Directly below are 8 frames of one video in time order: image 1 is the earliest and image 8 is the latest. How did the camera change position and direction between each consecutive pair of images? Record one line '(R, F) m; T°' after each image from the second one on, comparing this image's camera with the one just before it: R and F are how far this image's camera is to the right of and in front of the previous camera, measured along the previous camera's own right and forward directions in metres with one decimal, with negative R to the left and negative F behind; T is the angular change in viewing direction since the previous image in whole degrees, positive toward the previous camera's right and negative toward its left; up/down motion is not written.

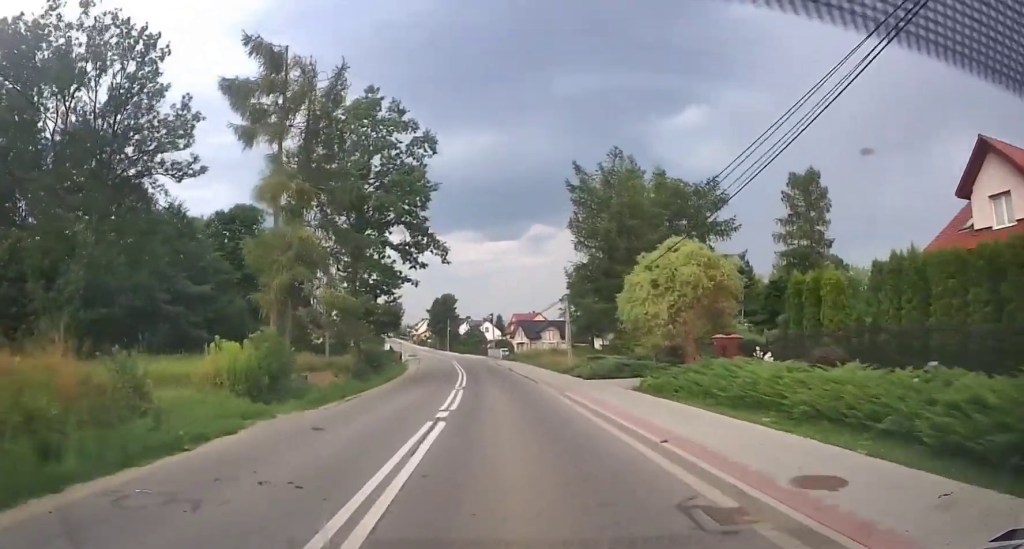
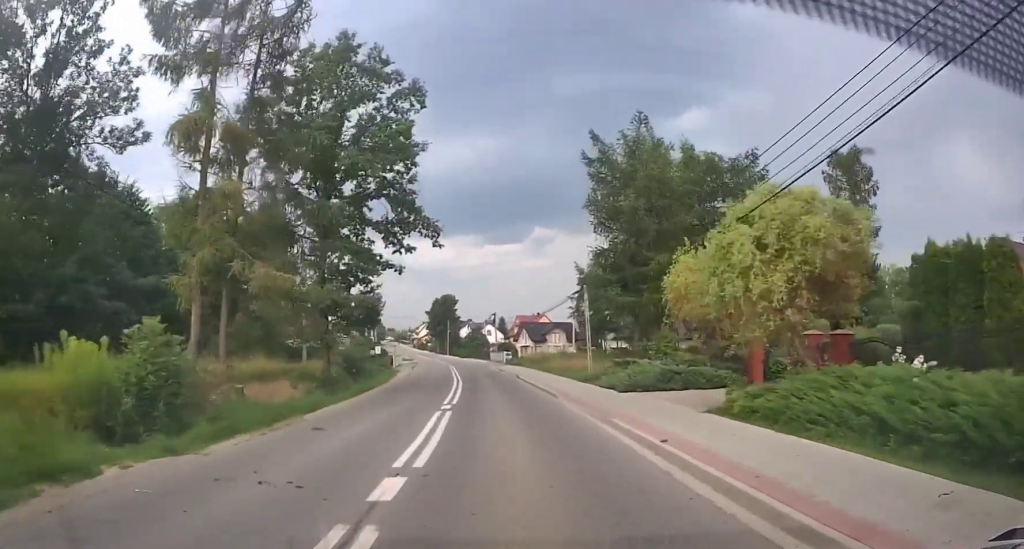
(-0.2, +6.9) m; -1°
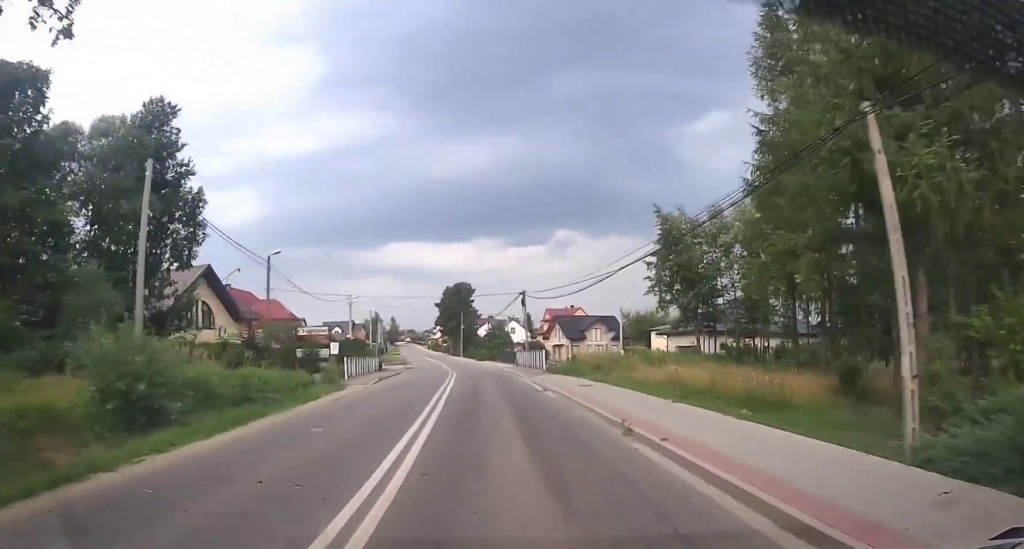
(-0.3, +25.1) m; -2°
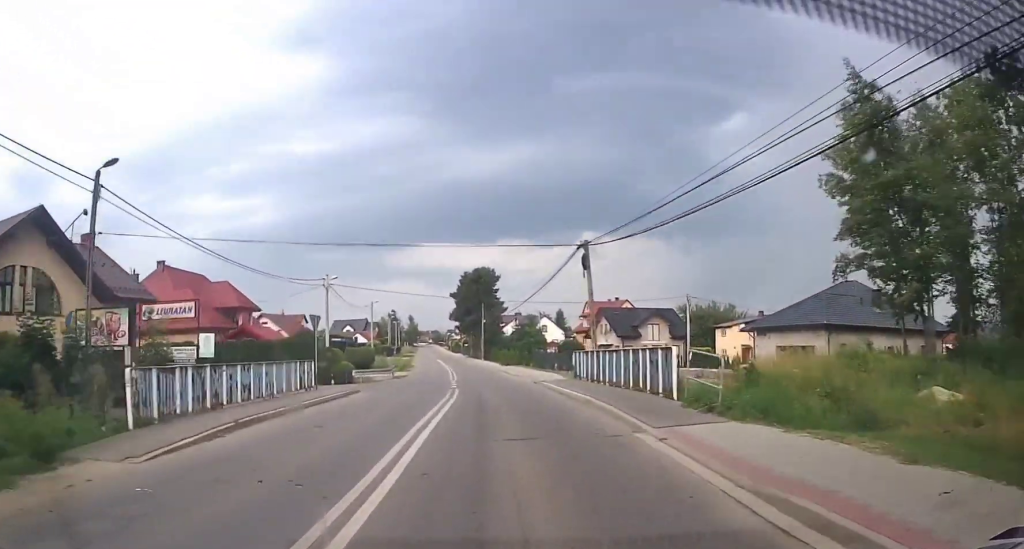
(-0.3, +21.3) m; -2°
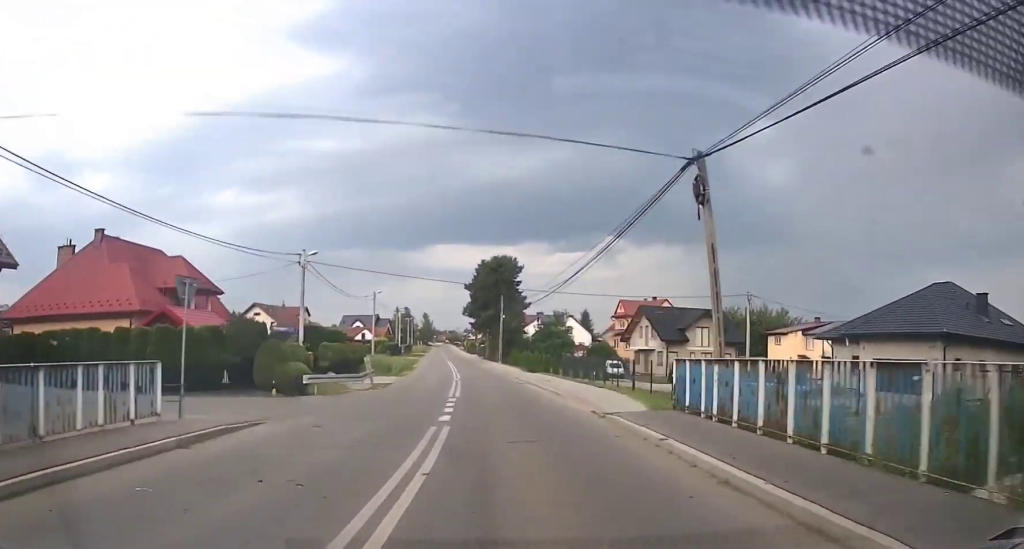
(-0.2, +13.0) m; -2°
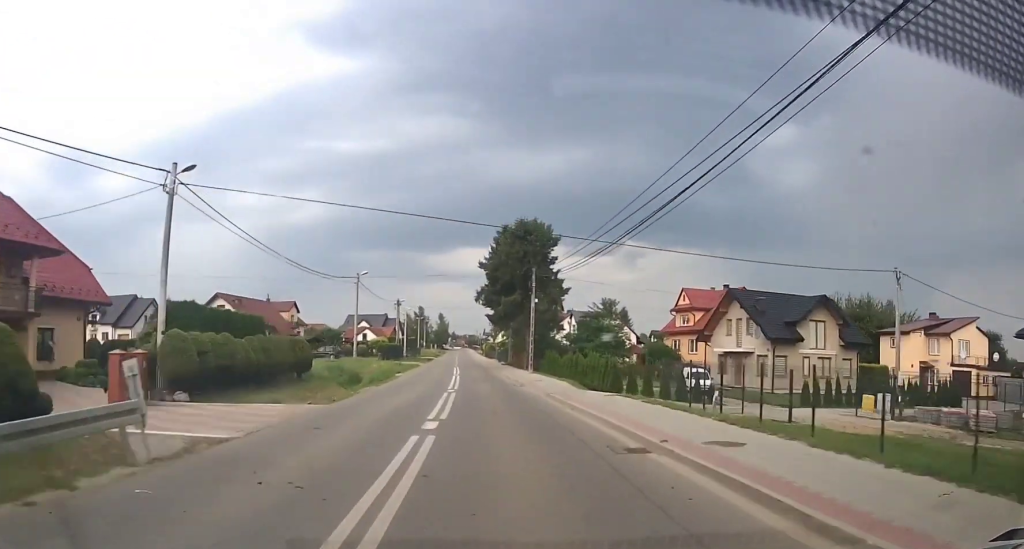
(-0.5, +23.8) m; -1°
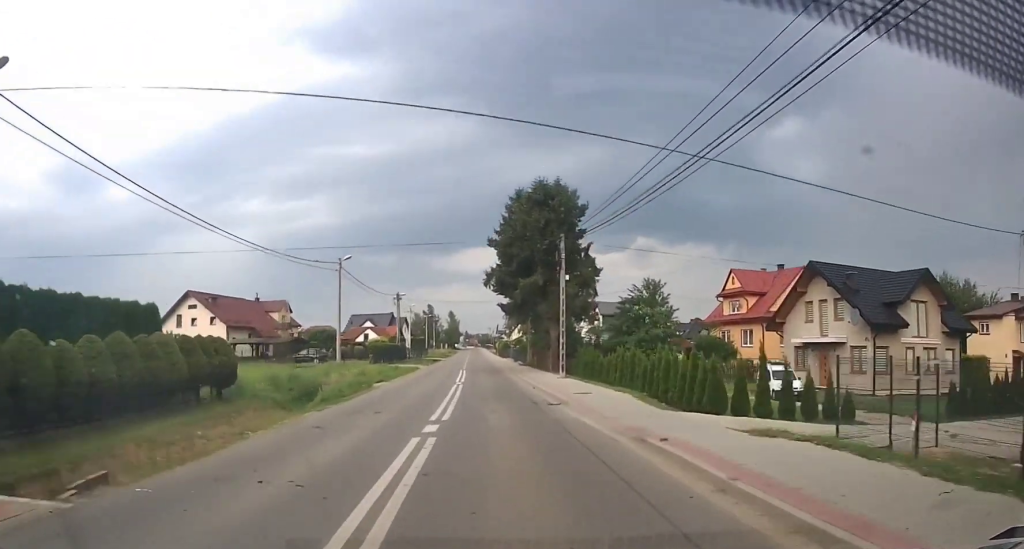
(0.0, +13.7) m; -1°
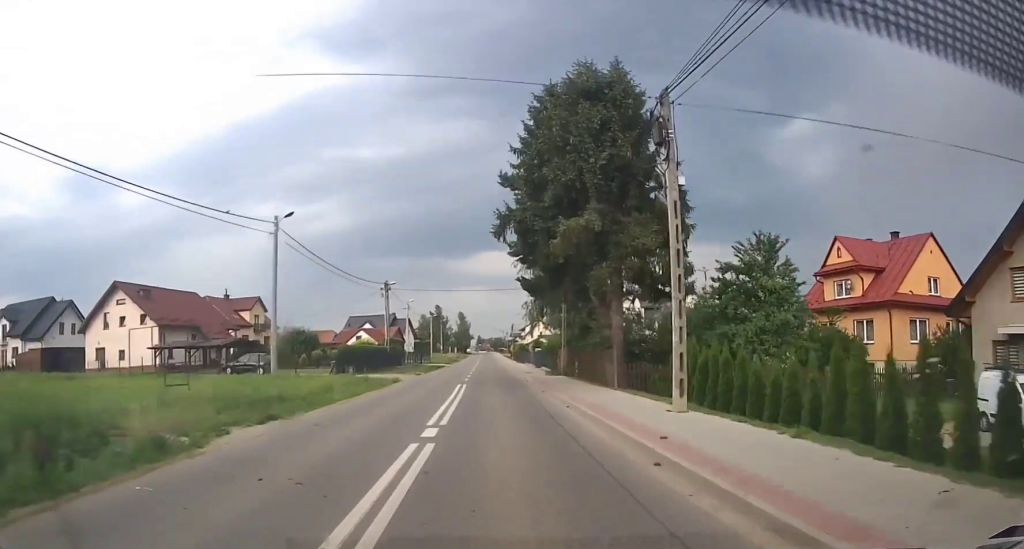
(-0.3, +22.4) m; -1°
